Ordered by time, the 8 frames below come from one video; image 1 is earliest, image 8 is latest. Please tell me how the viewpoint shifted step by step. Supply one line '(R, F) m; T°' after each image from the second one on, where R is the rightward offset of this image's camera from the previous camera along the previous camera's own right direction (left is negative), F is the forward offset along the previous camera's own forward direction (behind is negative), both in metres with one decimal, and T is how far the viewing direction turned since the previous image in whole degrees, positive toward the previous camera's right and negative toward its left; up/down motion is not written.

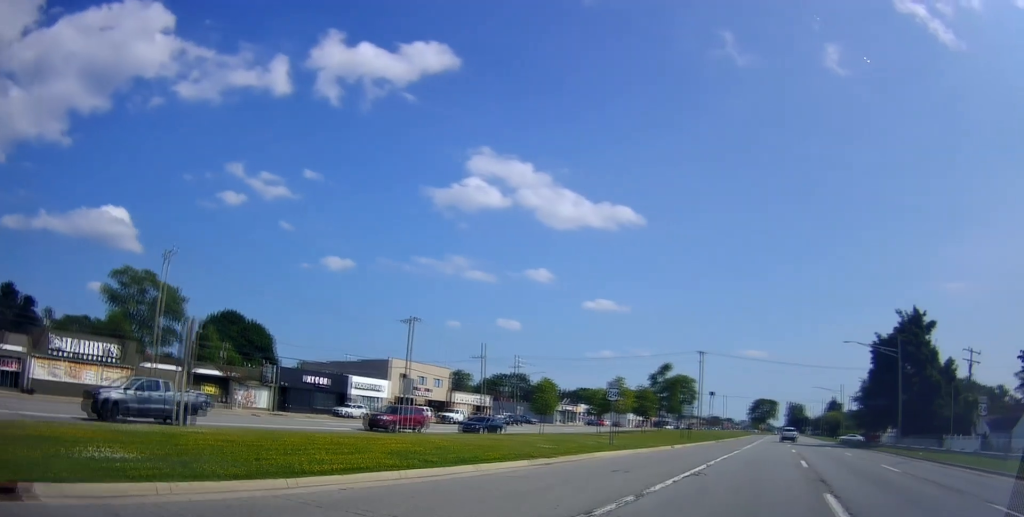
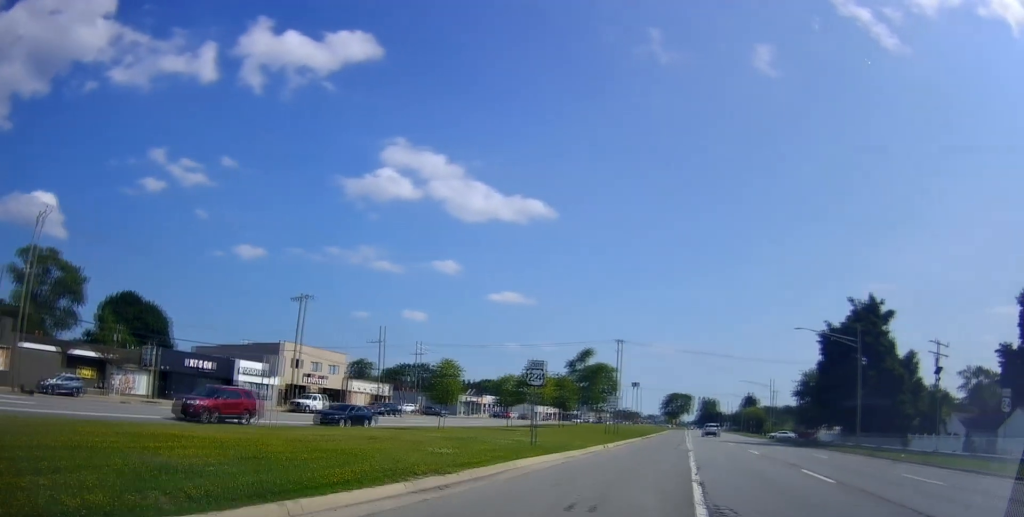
(-1.3, +7.2) m; -3°
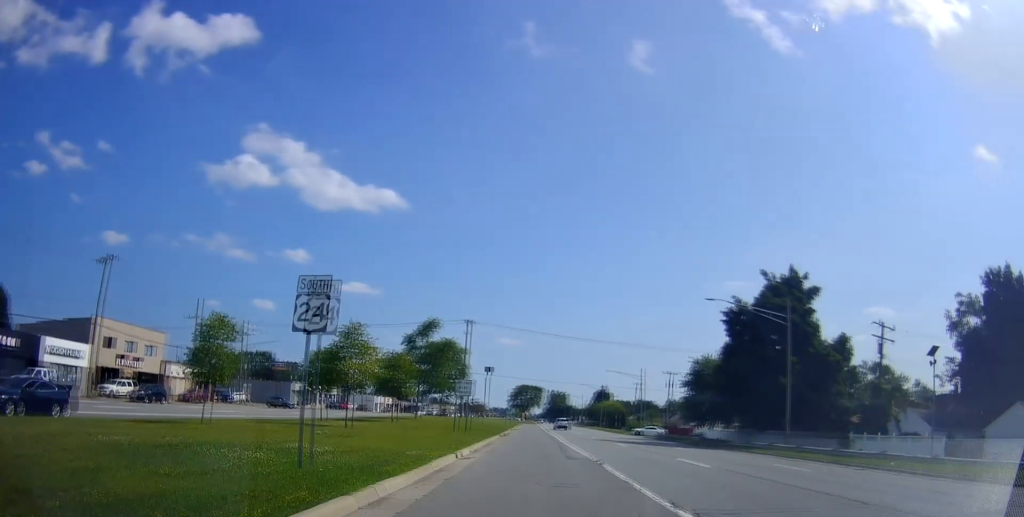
(+0.9, +11.6) m; +12°
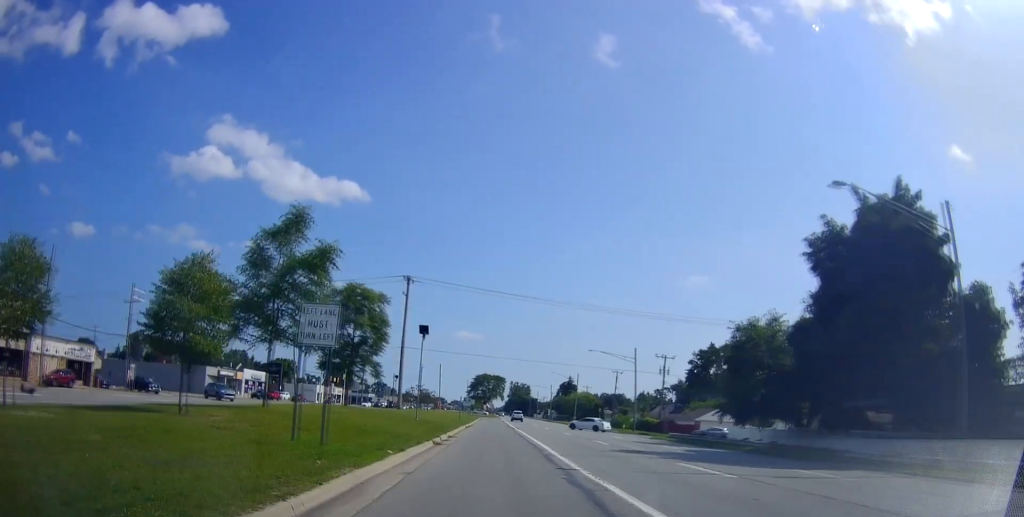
(+1.1, +21.2) m; +3°
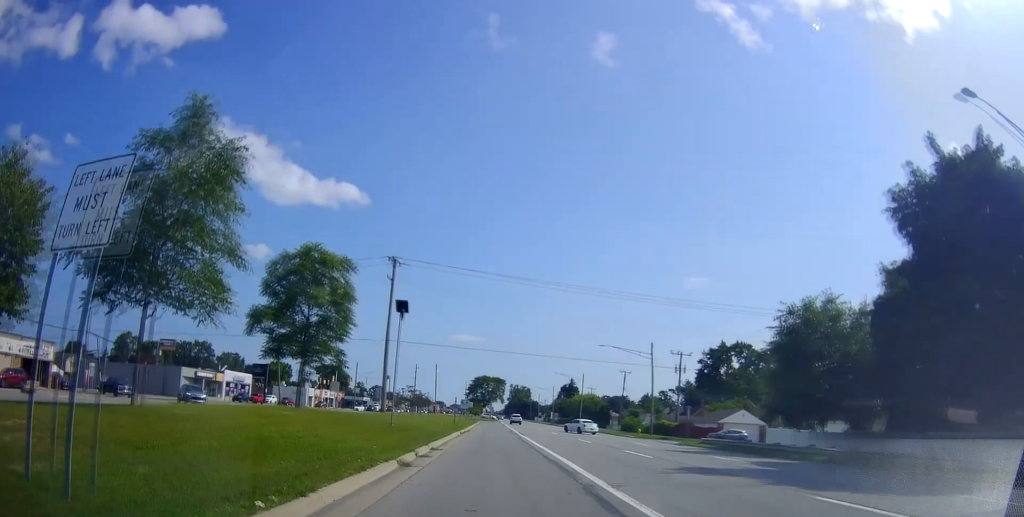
(+0.1, +8.3) m; +1°
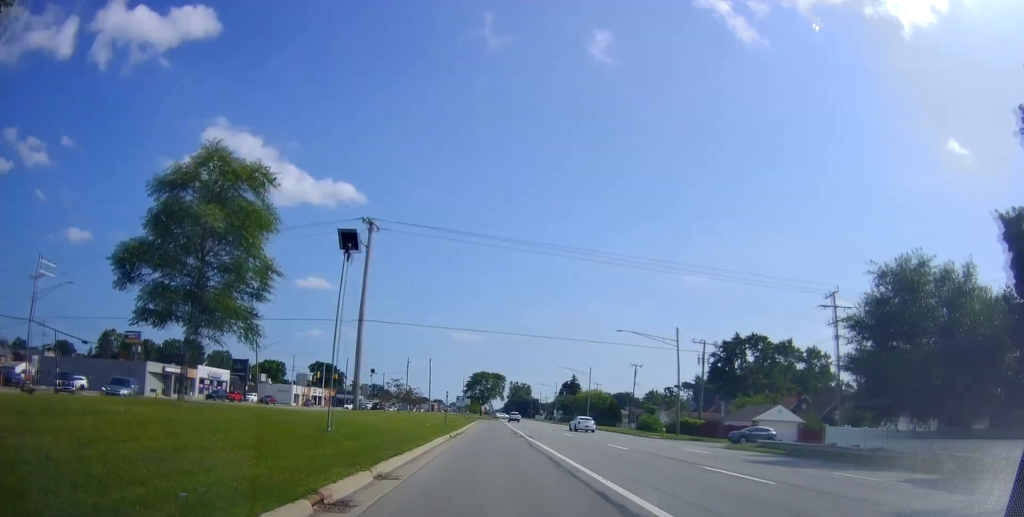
(+0.2, +9.9) m; +1°
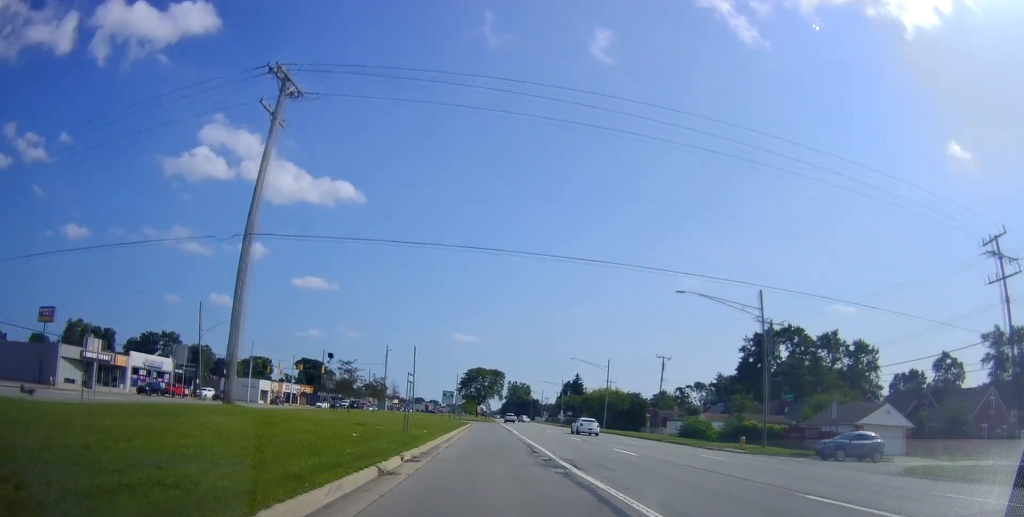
(0.0, +19.4) m; 0°
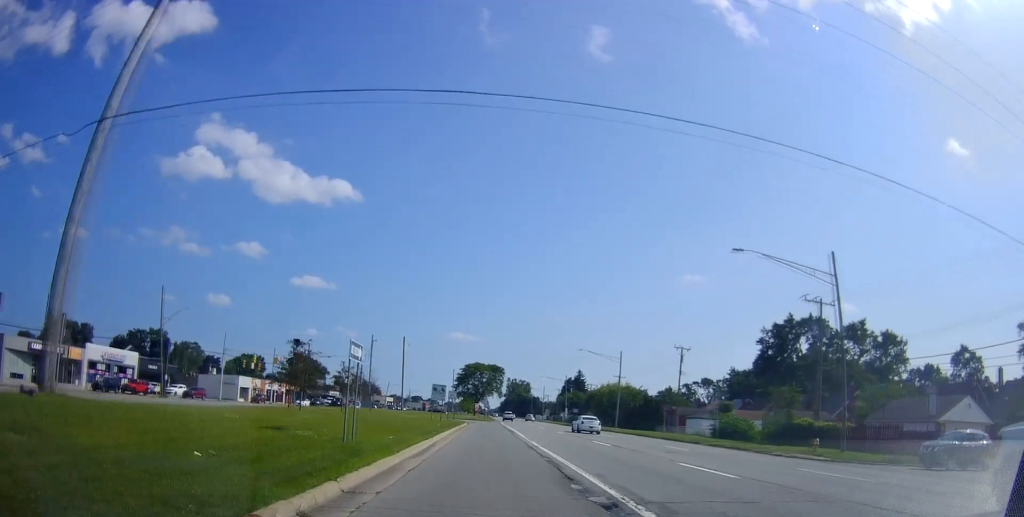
(0.0, +9.7) m; 0°
